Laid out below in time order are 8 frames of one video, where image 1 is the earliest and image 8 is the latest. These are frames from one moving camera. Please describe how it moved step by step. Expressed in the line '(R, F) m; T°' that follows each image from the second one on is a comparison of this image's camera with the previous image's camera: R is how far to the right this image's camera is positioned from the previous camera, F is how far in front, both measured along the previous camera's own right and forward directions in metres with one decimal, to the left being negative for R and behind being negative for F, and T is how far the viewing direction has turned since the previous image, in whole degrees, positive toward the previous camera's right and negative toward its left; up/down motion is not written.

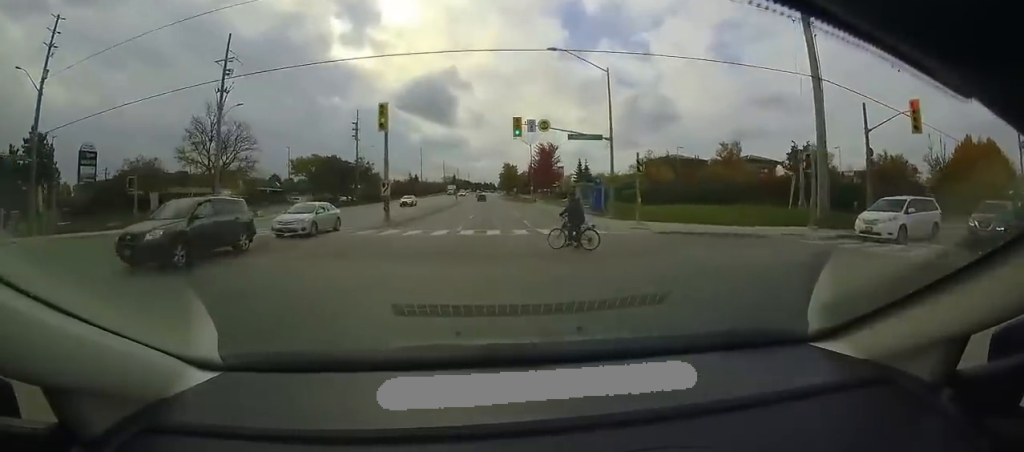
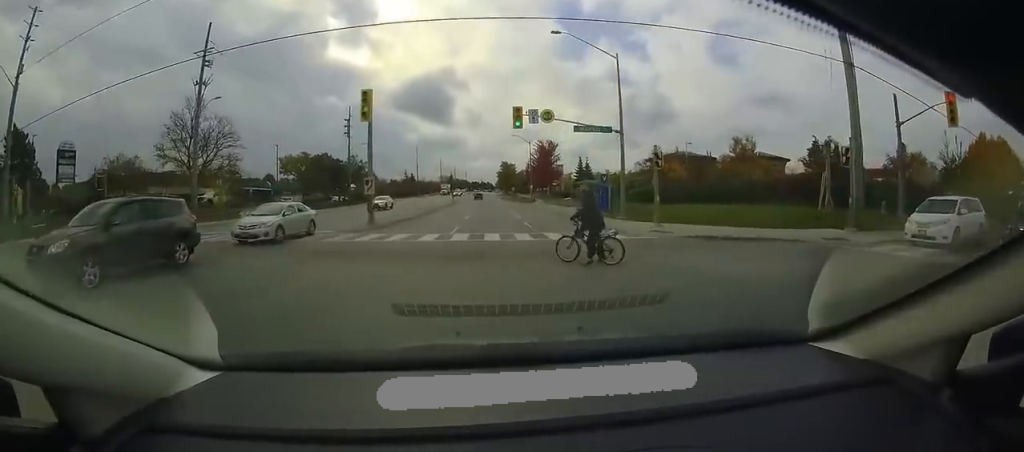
(+0.3, +6.3) m; -3°
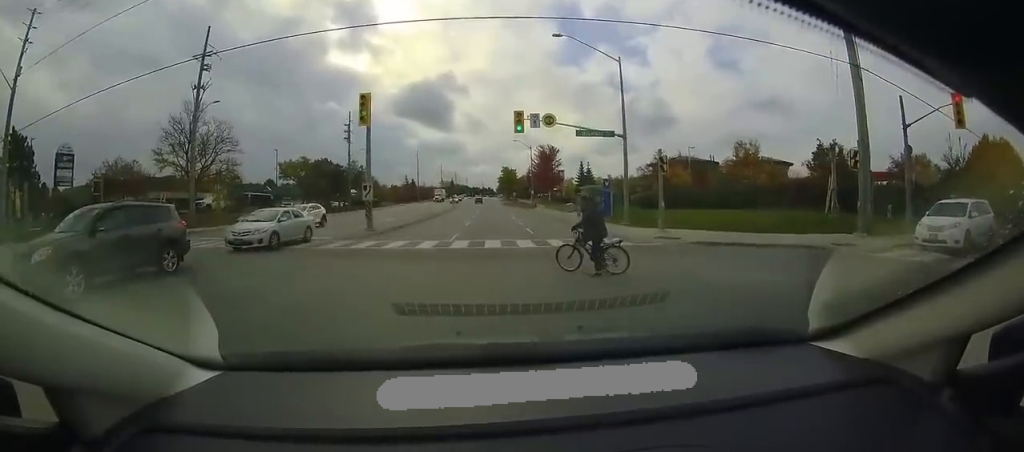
(-1.2, +2.1) m; 0°
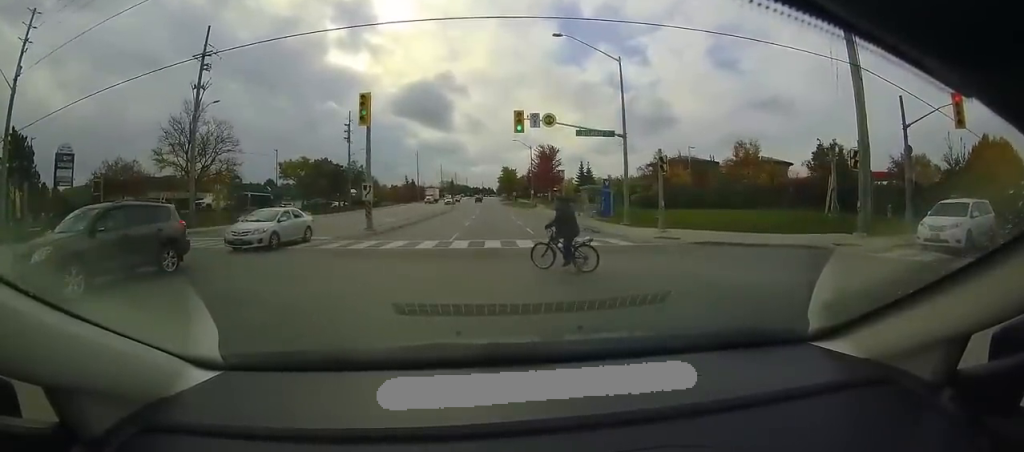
(0.0, +0.6) m; 0°
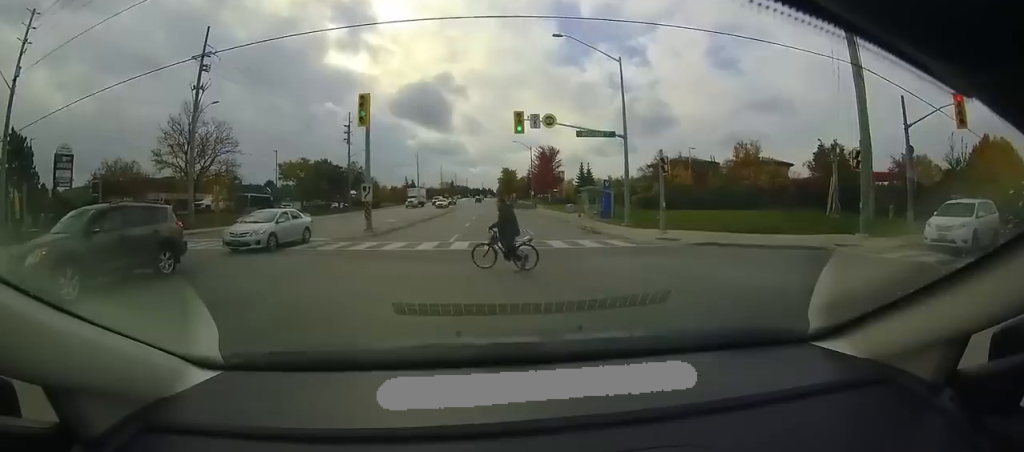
(0.0, +0.2) m; 0°
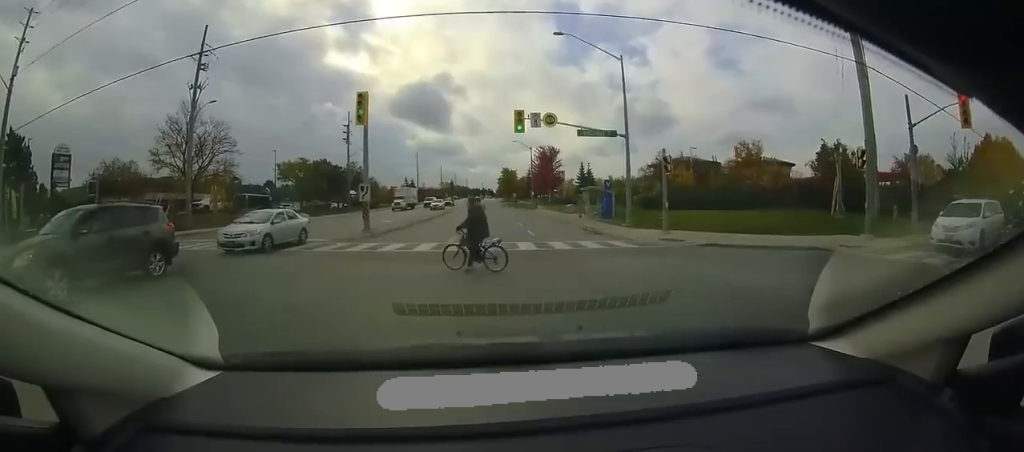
(0.0, +0.2) m; 0°
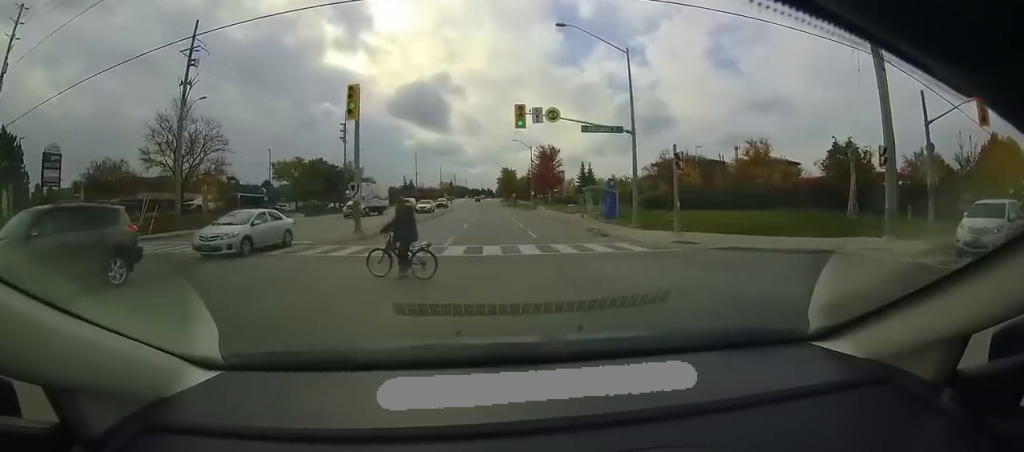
(+0.1, +0.5) m; 0°
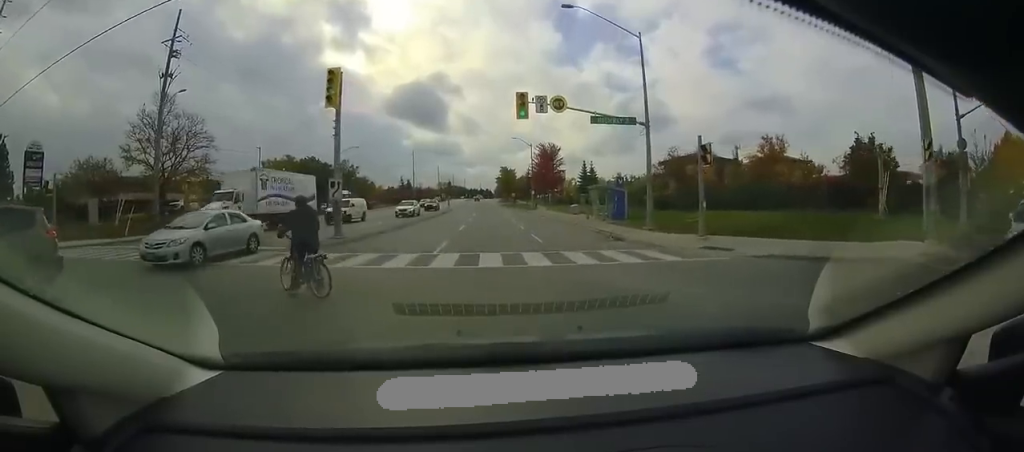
(+0.2, +1.2) m; +6°
